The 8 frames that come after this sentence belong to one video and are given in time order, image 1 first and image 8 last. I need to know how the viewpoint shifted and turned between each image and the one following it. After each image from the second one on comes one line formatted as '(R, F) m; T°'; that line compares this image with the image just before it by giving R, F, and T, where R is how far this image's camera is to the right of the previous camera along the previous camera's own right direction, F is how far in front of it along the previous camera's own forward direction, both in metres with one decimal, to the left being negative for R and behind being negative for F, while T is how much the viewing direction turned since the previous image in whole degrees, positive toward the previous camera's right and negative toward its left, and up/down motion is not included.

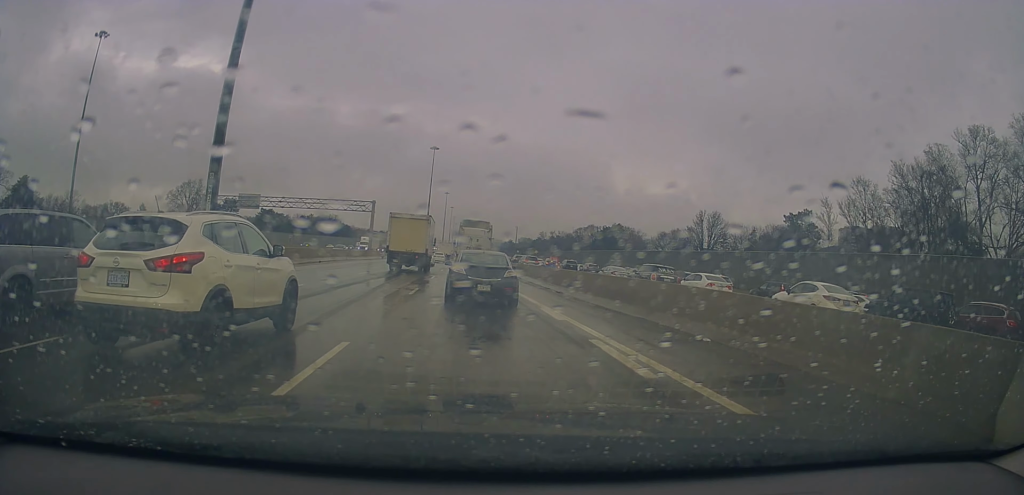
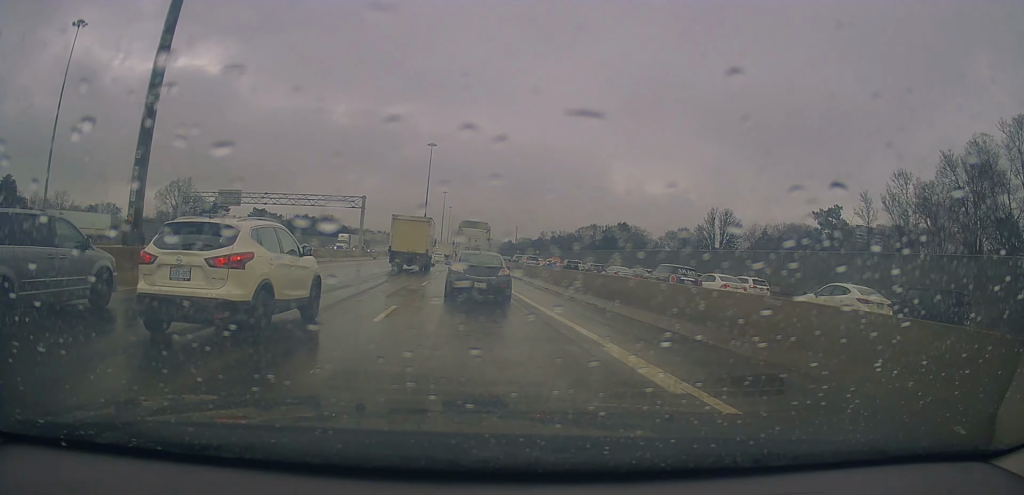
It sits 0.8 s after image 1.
(0.0, +6.5) m; 0°
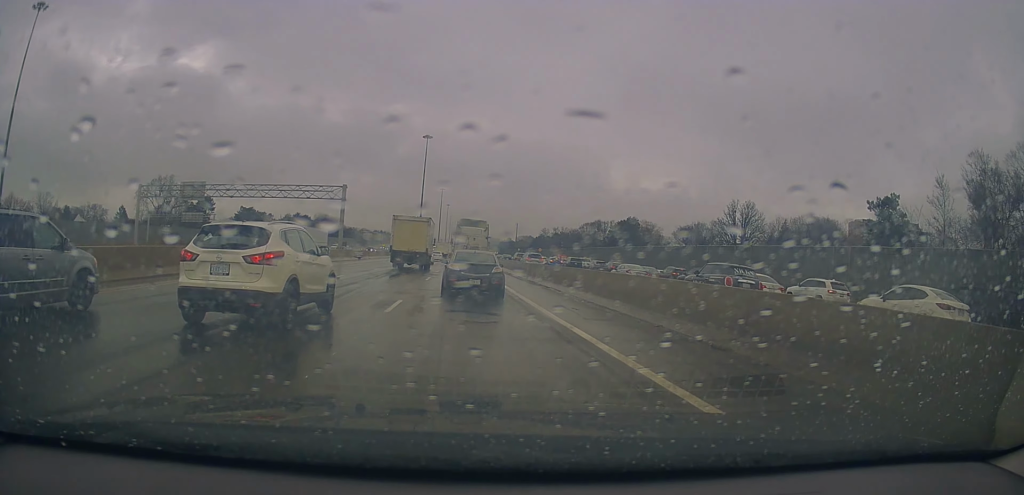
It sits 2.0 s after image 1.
(0.0, +10.2) m; +1°
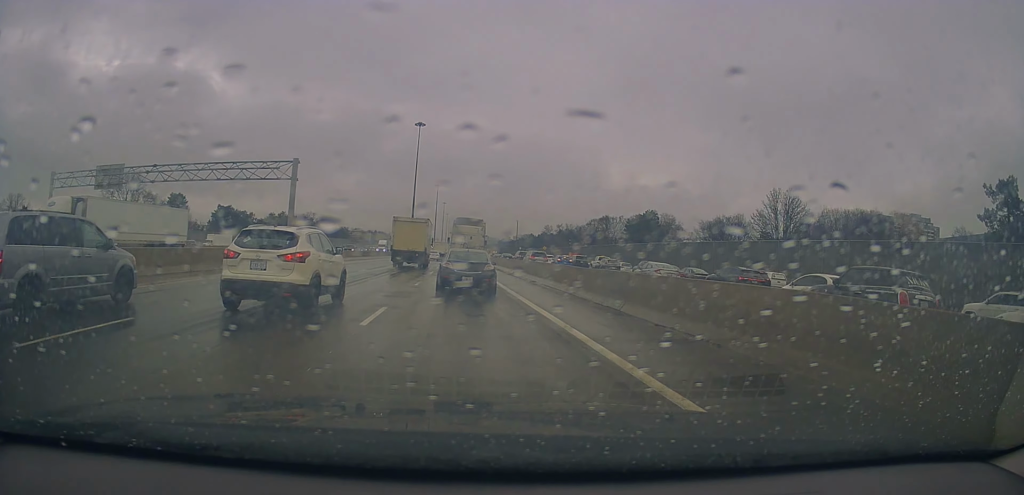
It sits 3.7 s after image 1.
(+0.1, +17.2) m; 0°
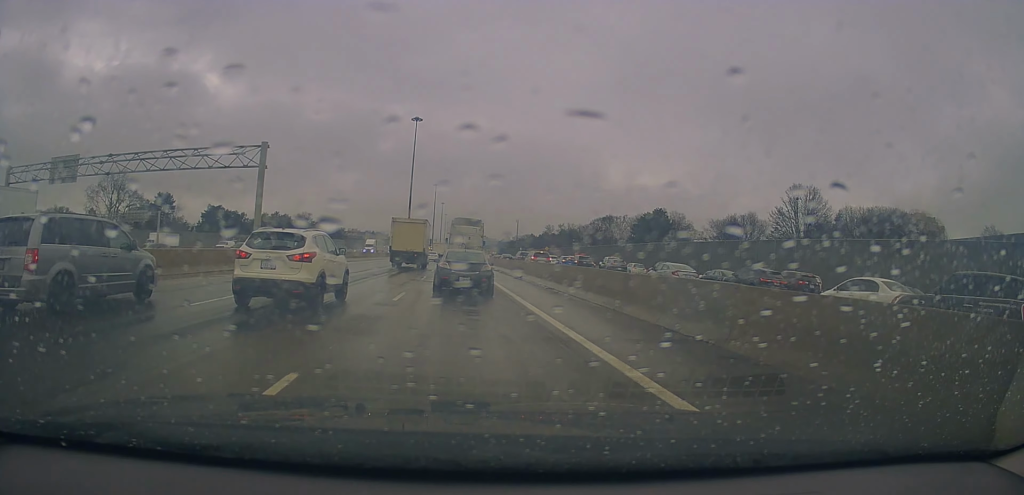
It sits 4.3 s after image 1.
(-0.1, +6.6) m; 0°
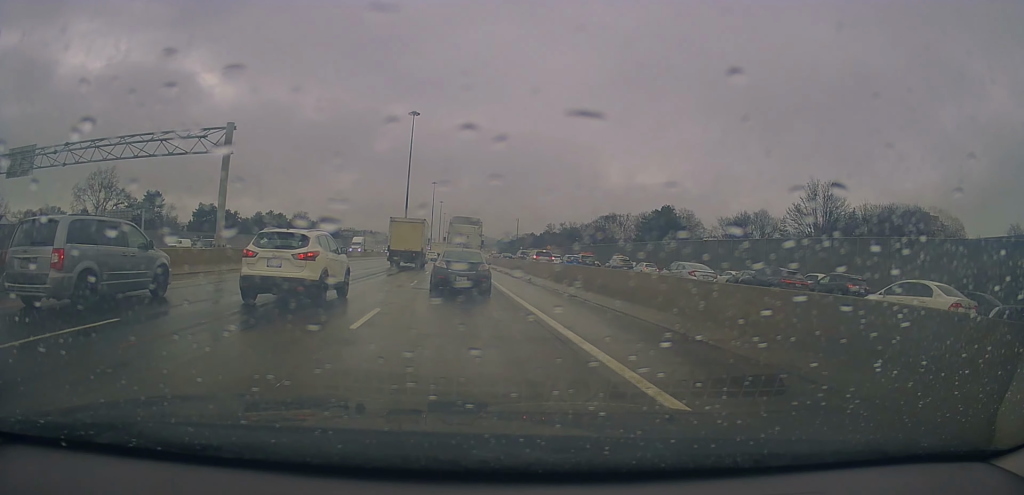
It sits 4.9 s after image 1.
(+0.1, +5.6) m; +1°
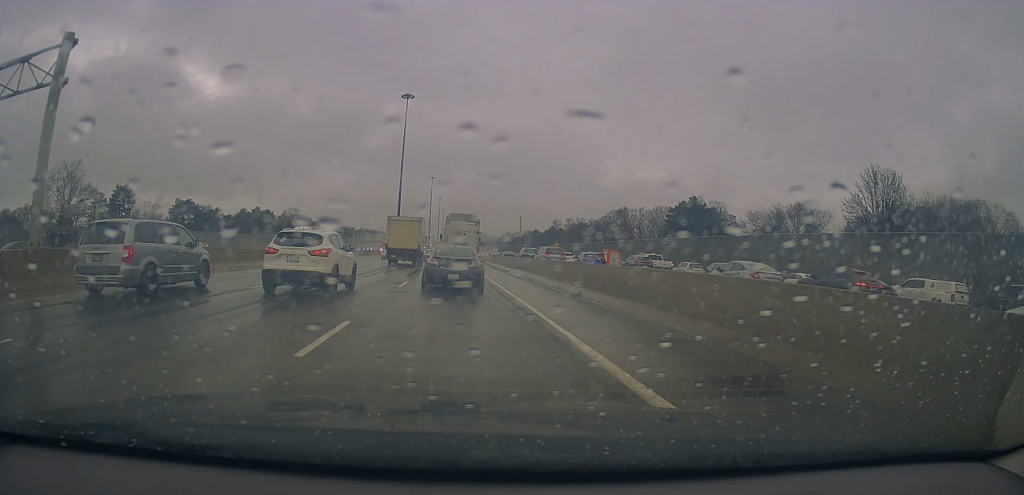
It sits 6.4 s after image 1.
(0.0, +15.3) m; -1°
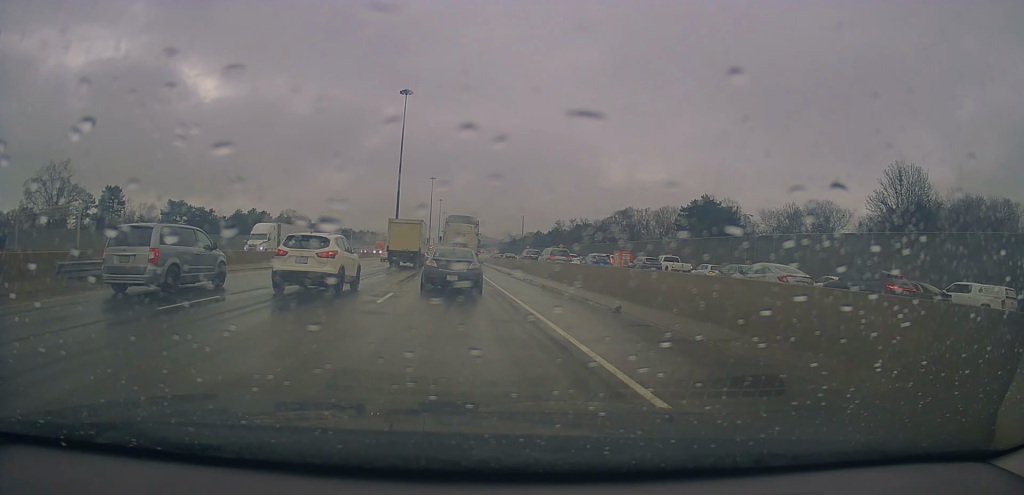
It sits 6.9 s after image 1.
(-0.1, +5.2) m; -1°
